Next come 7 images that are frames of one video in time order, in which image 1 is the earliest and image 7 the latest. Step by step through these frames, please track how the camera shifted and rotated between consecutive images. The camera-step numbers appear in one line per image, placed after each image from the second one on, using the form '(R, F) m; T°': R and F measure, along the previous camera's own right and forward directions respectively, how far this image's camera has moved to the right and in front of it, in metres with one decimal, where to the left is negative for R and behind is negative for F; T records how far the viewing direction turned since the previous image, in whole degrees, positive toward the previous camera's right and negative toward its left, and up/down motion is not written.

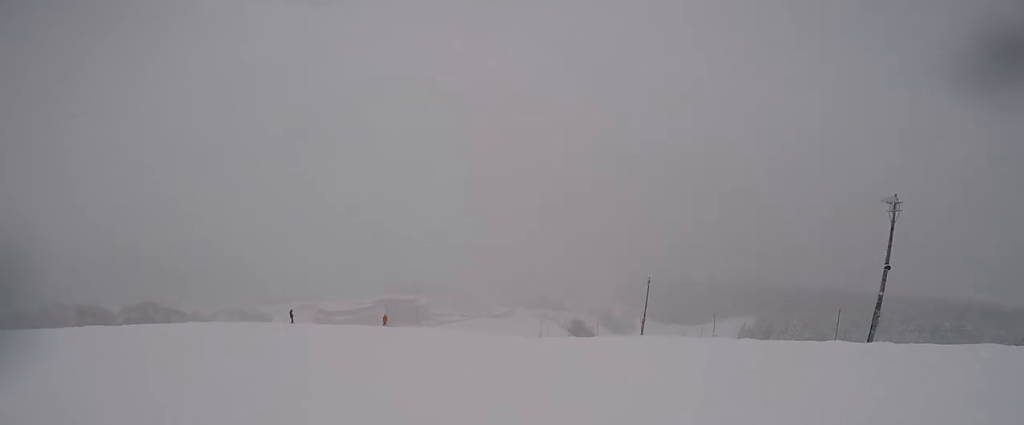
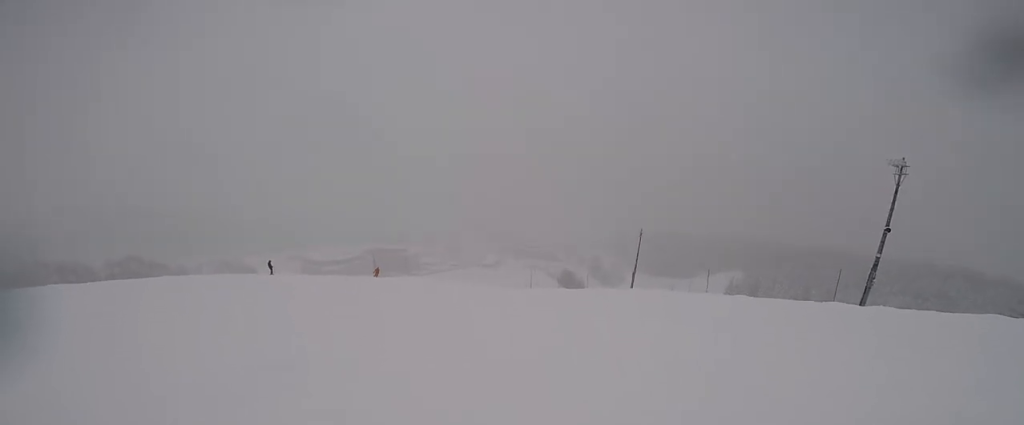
(-0.4, +1.3) m; -2°
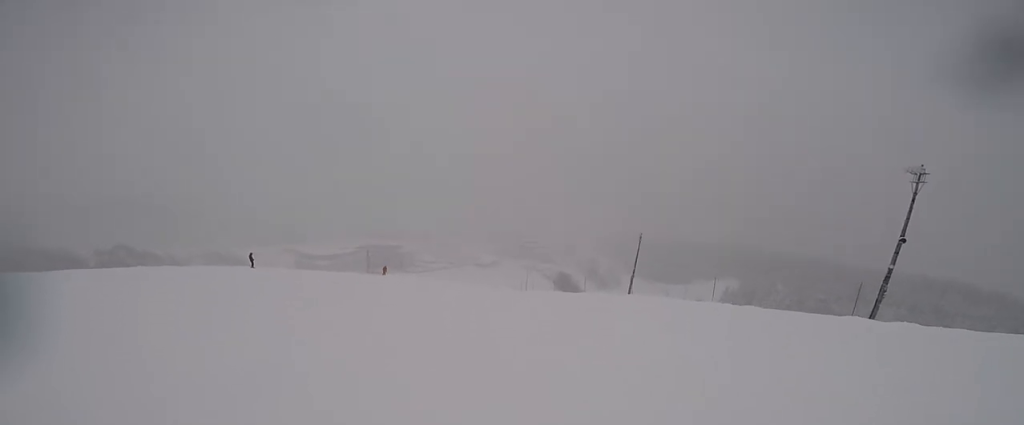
(-0.4, +1.8) m; -3°
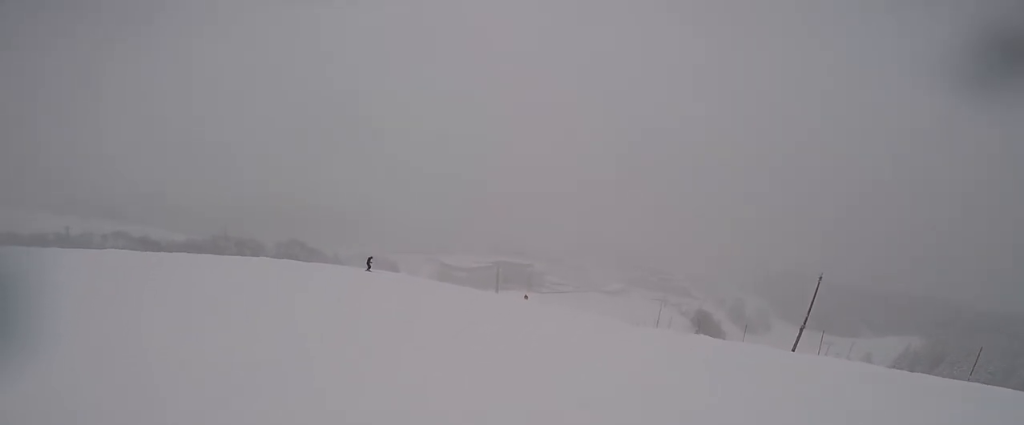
(-0.4, +6.5) m; -17°
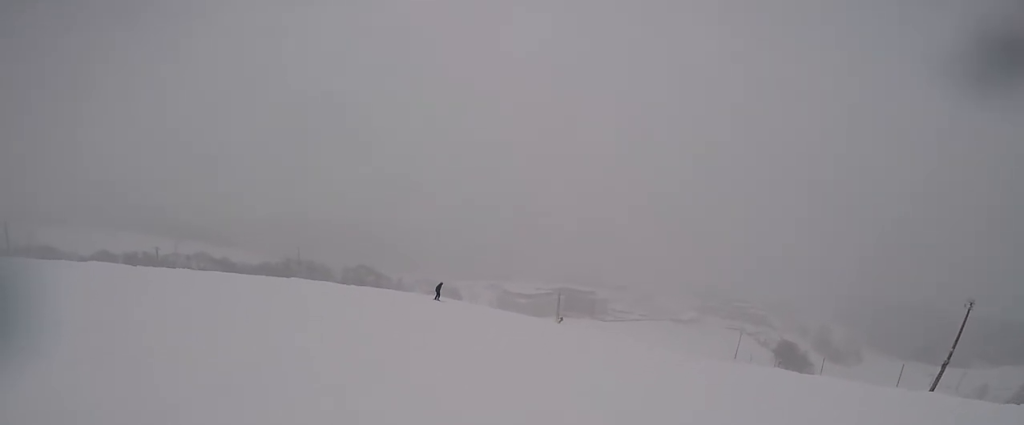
(-0.7, +6.6) m; -7°
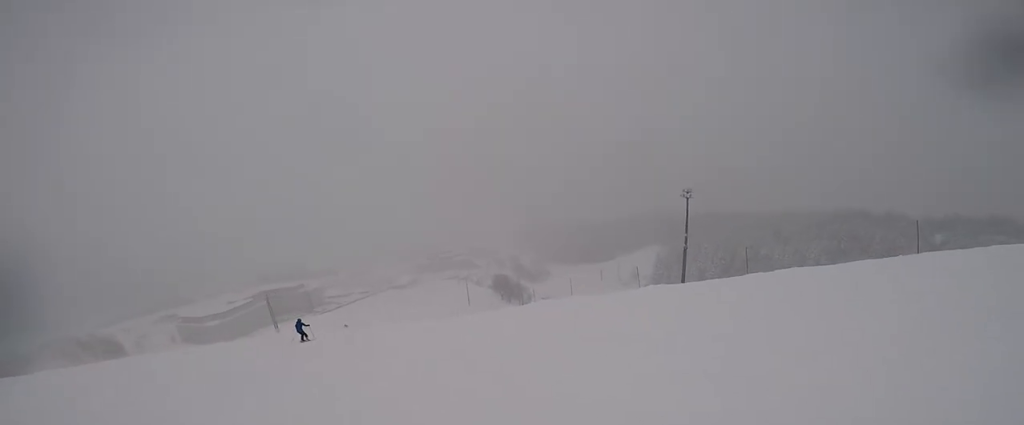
(+0.4, +13.9) m; +27°
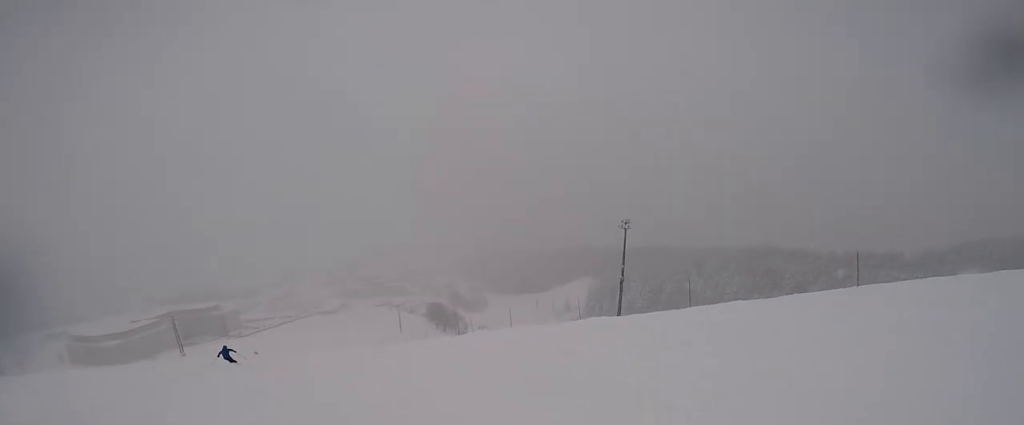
(-0.4, +2.0) m; +15°
